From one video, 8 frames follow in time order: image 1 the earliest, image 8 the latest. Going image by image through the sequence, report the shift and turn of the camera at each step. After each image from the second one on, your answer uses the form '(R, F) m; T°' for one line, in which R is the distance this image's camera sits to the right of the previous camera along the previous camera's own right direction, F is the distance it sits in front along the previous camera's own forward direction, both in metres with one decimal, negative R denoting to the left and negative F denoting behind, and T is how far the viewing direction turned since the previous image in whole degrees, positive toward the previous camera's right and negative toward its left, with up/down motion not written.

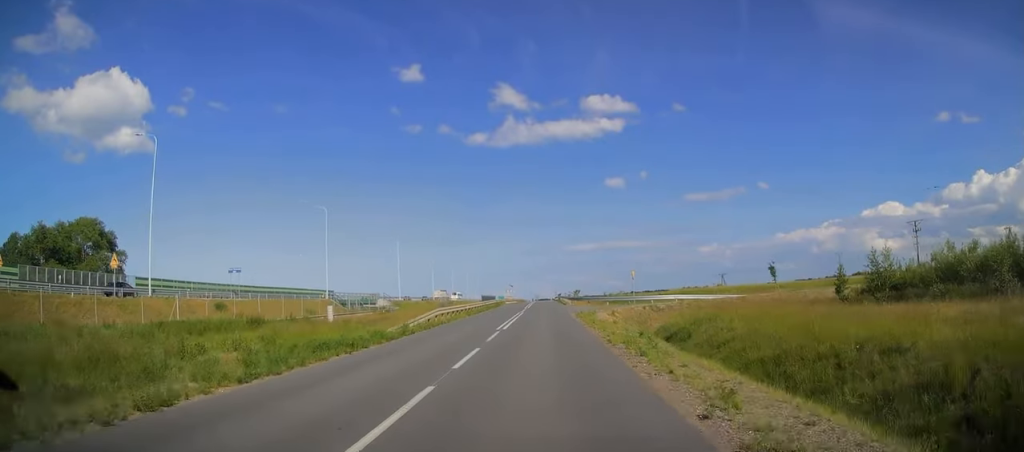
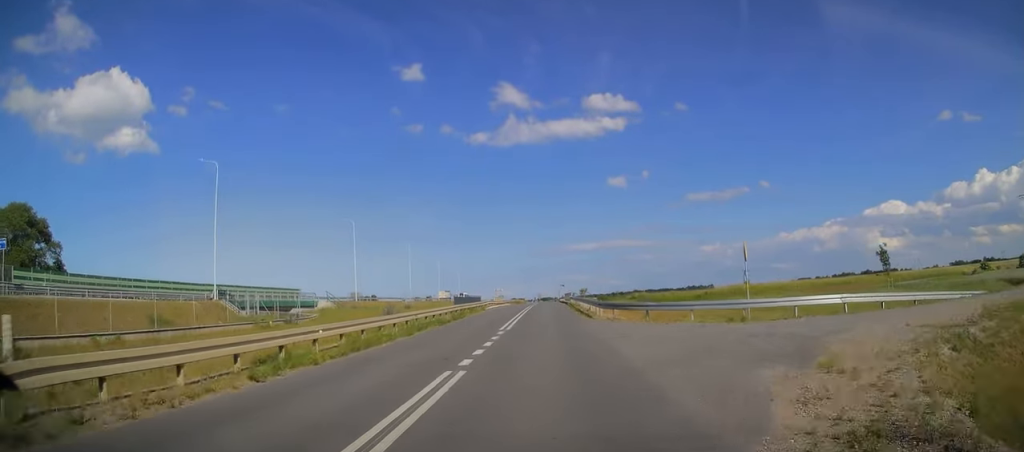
(-0.1, +29.6) m; 0°
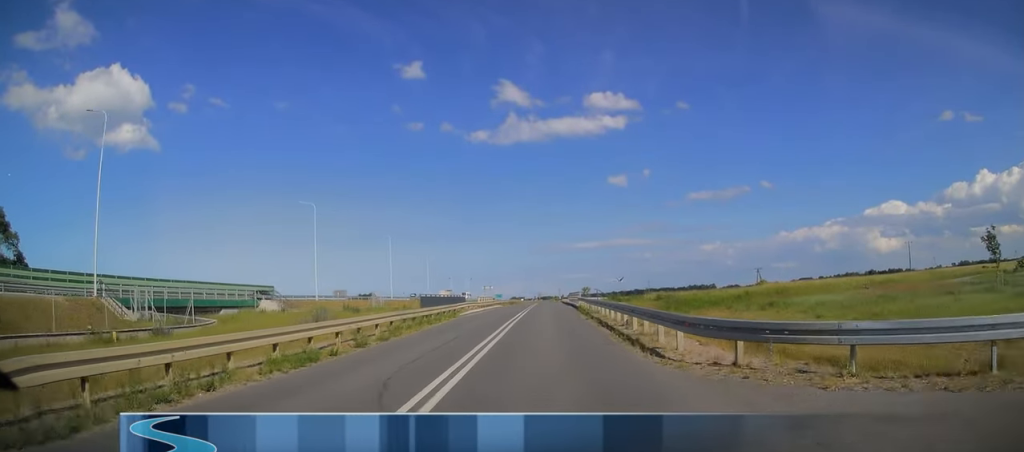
(0.0, +16.5) m; 0°
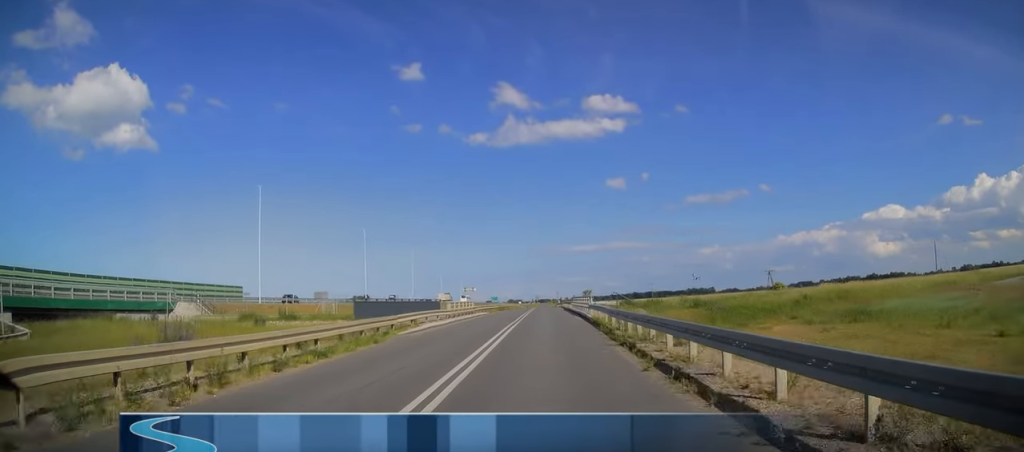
(0.0, +15.3) m; 0°
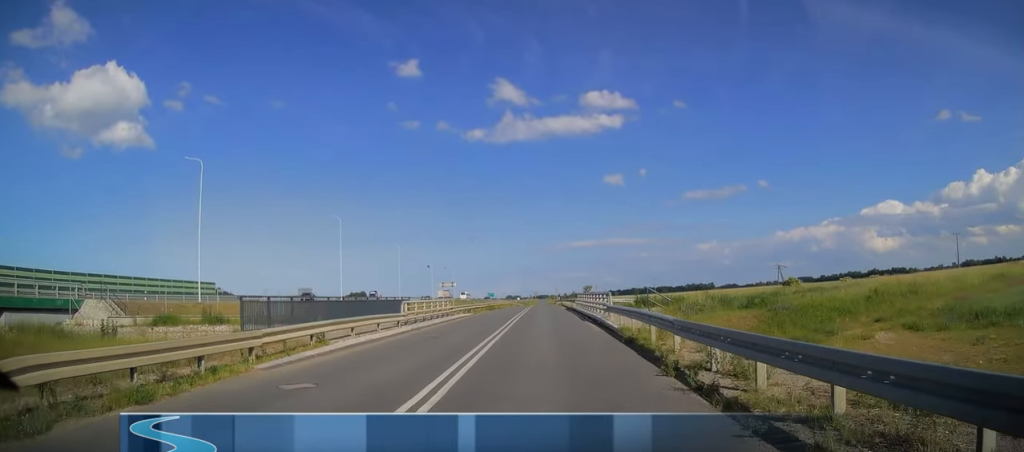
(0.0, +11.5) m; 0°
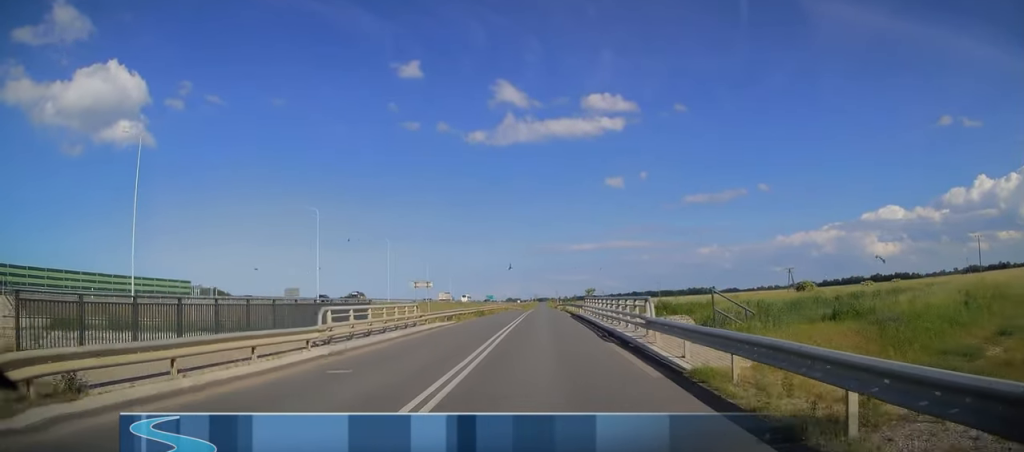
(0.0, +9.7) m; 0°
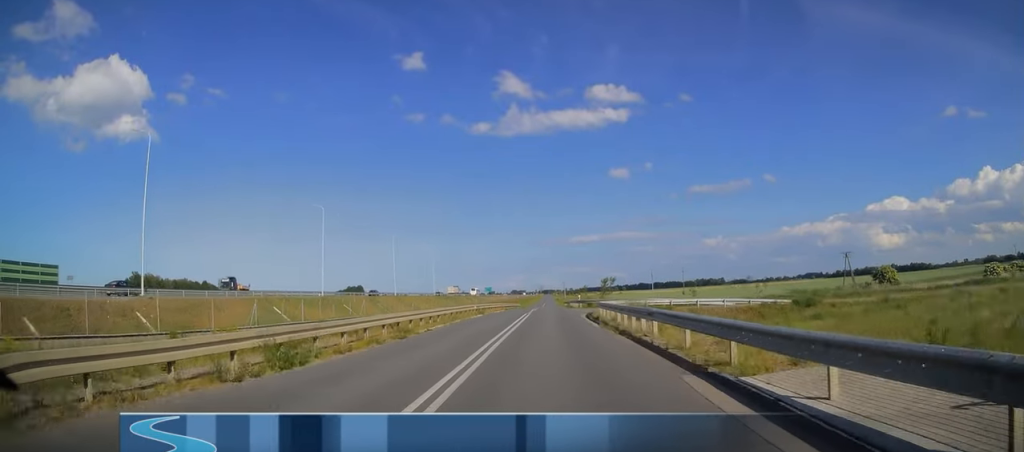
(0.0, +38.5) m; 0°
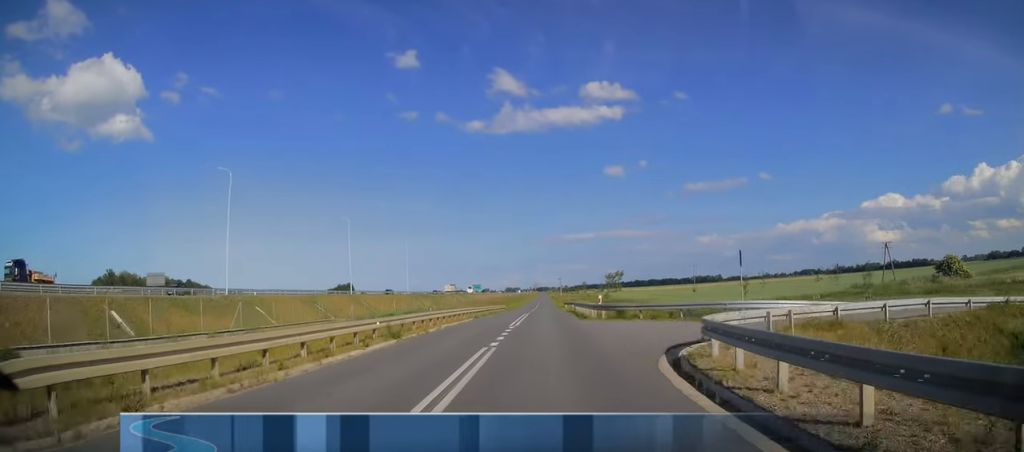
(0.0, +24.8) m; 0°
